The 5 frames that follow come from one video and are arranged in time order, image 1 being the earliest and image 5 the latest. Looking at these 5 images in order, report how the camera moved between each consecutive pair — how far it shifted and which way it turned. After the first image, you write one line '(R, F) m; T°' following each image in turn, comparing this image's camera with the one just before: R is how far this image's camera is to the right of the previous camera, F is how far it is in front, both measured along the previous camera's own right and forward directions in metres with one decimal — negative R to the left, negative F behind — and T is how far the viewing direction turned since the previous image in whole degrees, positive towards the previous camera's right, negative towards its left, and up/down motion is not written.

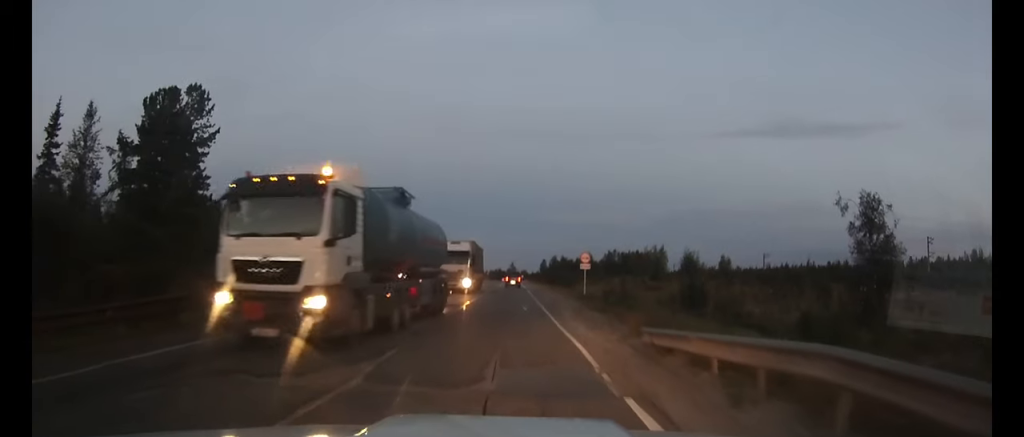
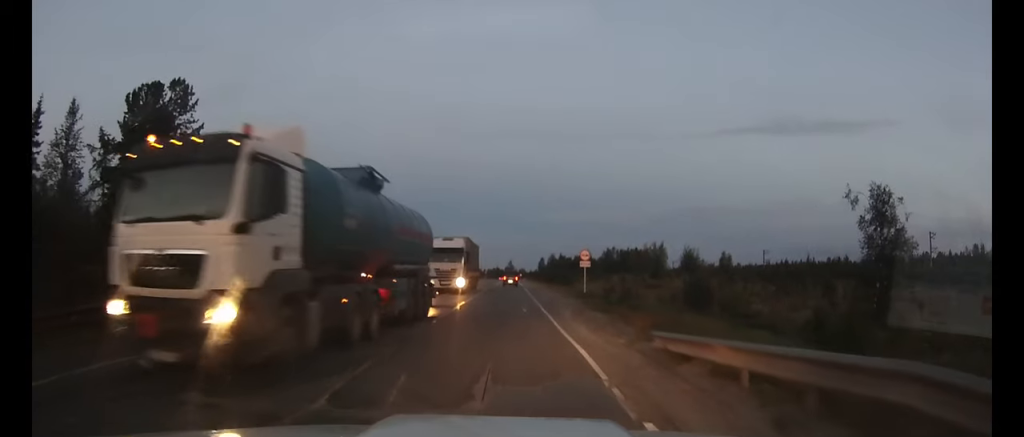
(0.0, +1.4) m; 0°
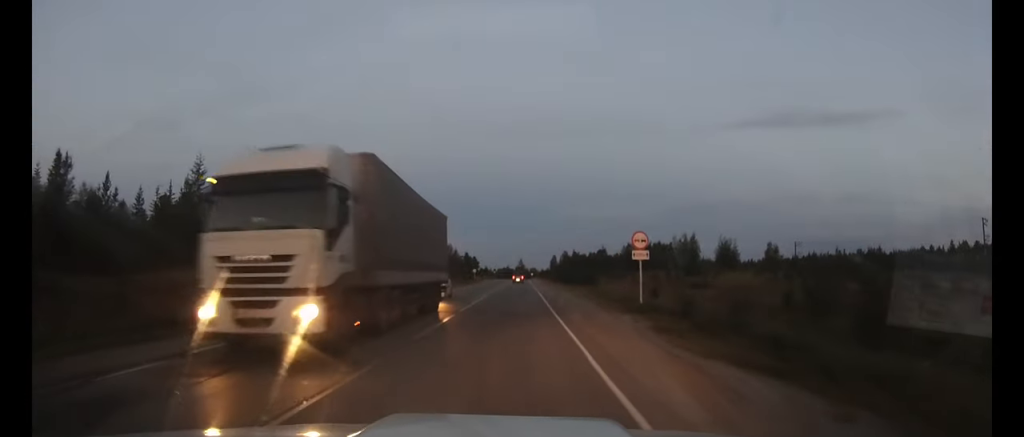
(+0.6, +12.2) m; +6°
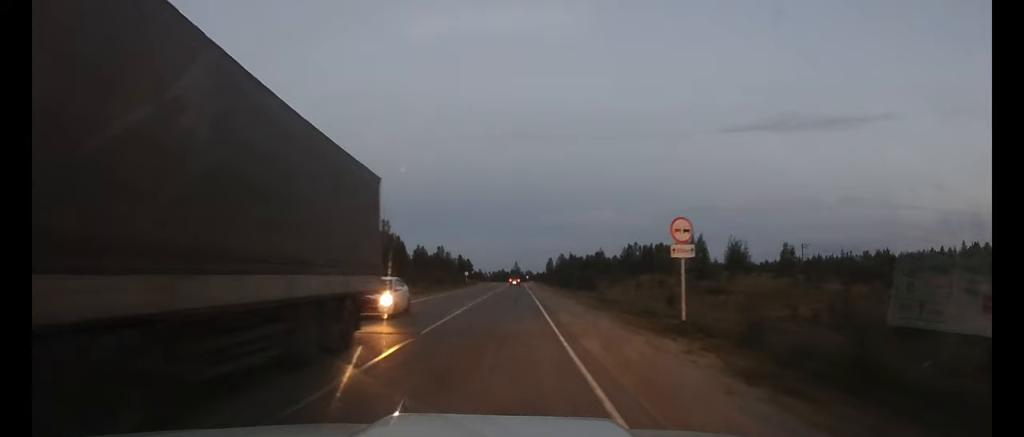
(0.0, +4.5) m; -8°
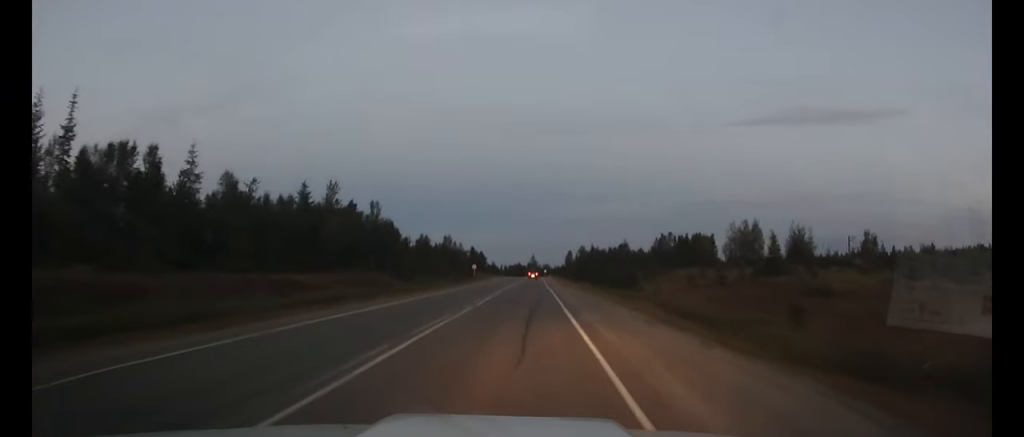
(-2.1, +11.0) m; -9°
